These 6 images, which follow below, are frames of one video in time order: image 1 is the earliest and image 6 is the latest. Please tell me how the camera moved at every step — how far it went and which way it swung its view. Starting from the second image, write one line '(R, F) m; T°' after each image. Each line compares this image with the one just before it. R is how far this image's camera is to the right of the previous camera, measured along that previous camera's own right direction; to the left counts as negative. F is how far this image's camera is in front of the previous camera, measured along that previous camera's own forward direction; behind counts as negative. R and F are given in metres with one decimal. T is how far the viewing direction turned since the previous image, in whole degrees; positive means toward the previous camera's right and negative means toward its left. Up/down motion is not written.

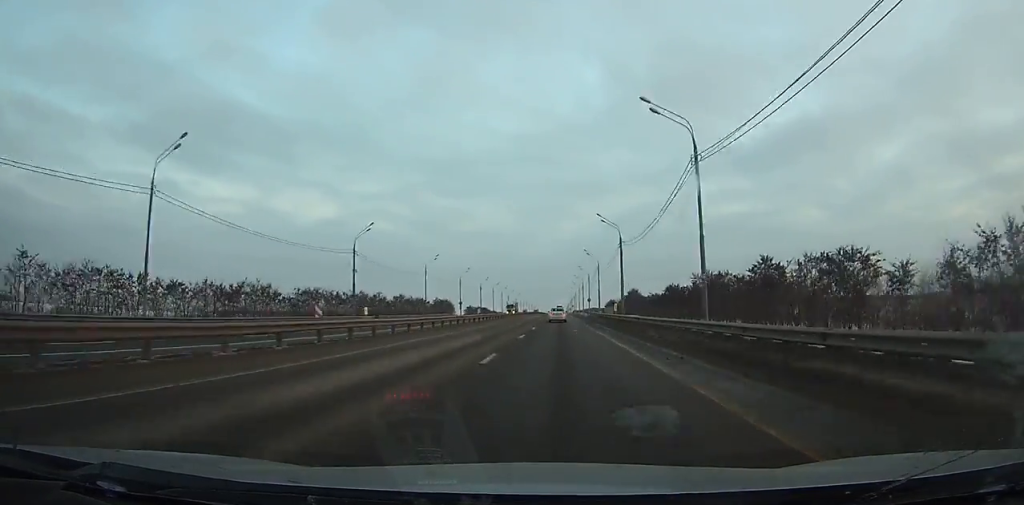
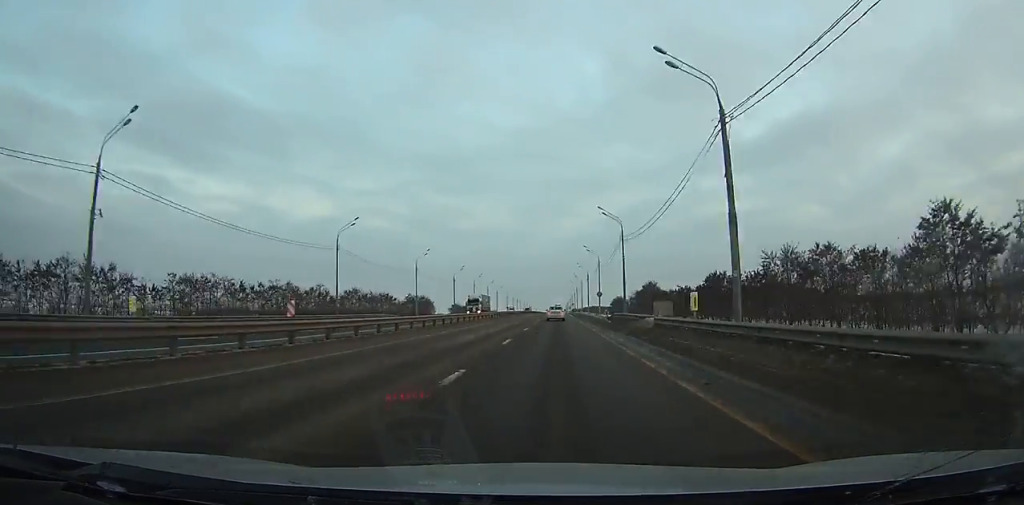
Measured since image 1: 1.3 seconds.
(+0.1, +39.1) m; 0°
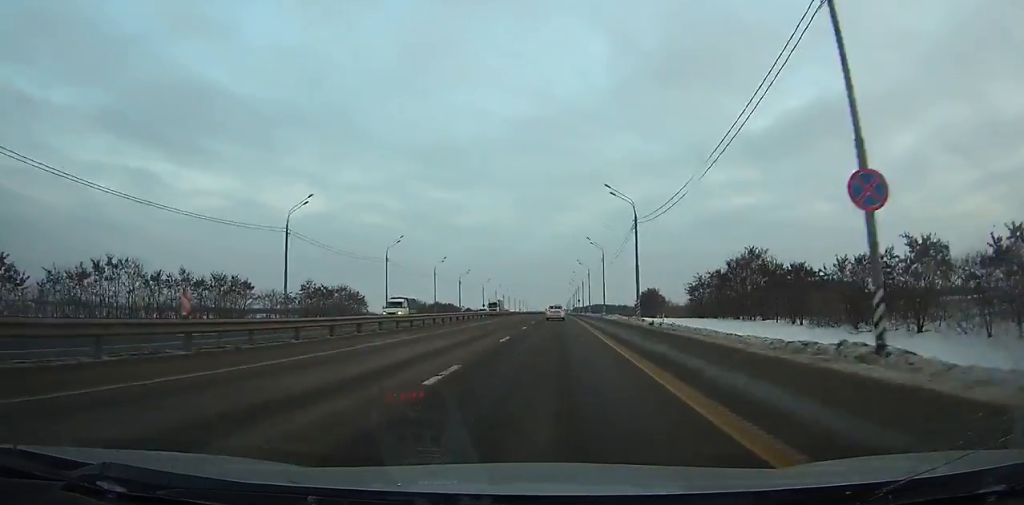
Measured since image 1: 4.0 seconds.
(0.0, +81.3) m; 0°
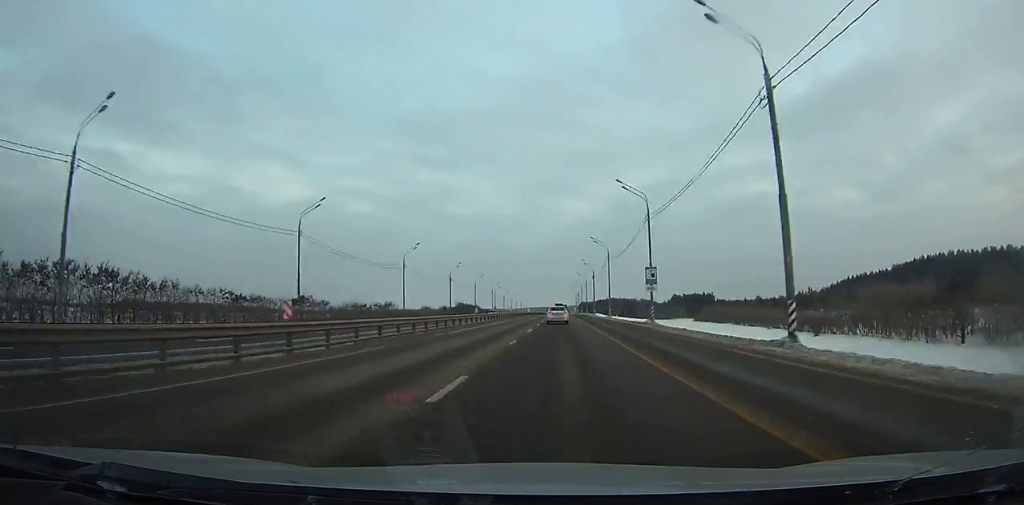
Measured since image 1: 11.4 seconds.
(-0.8, +225.4) m; 0°
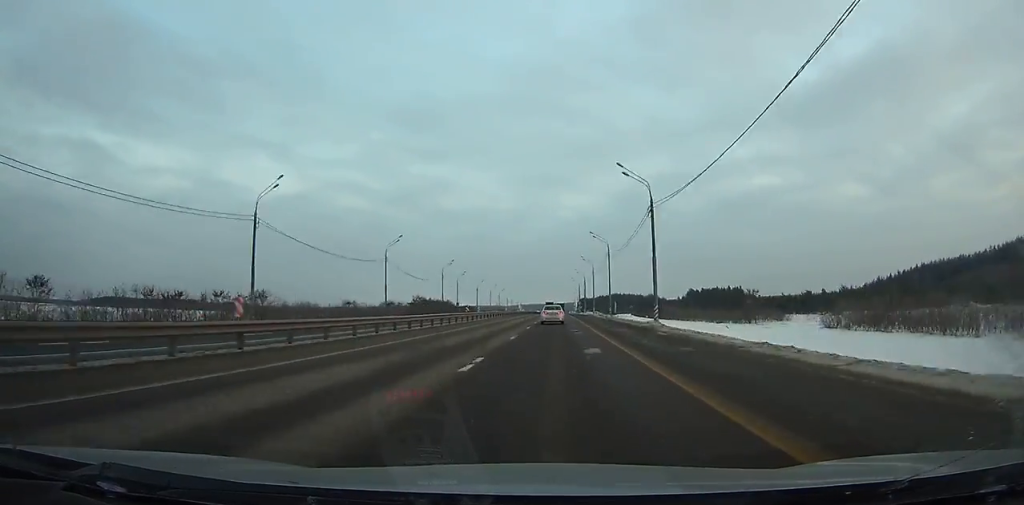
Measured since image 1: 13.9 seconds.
(+0.2, +76.7) m; 0°
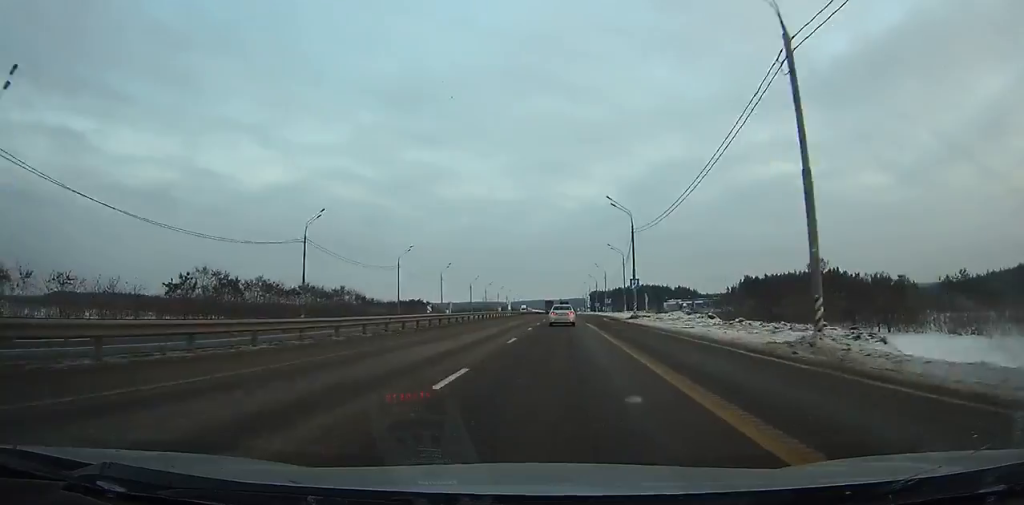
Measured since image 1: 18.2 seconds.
(0.0, +131.7) m; 0°
